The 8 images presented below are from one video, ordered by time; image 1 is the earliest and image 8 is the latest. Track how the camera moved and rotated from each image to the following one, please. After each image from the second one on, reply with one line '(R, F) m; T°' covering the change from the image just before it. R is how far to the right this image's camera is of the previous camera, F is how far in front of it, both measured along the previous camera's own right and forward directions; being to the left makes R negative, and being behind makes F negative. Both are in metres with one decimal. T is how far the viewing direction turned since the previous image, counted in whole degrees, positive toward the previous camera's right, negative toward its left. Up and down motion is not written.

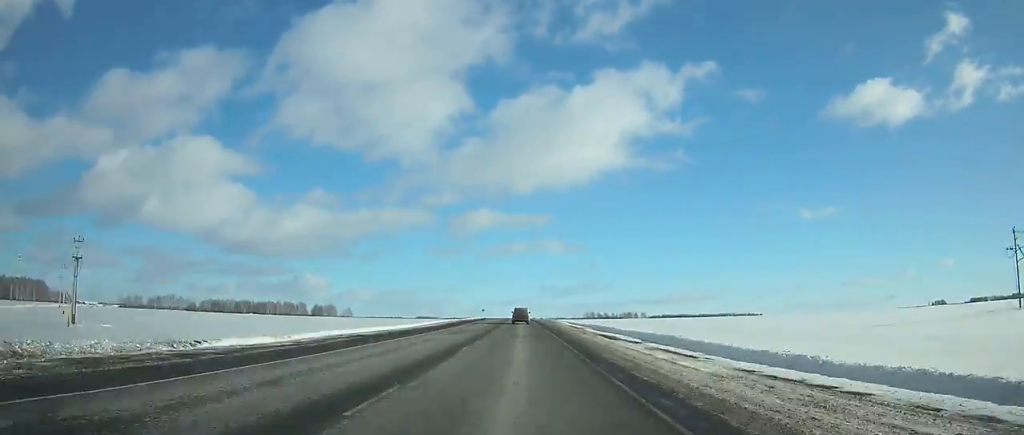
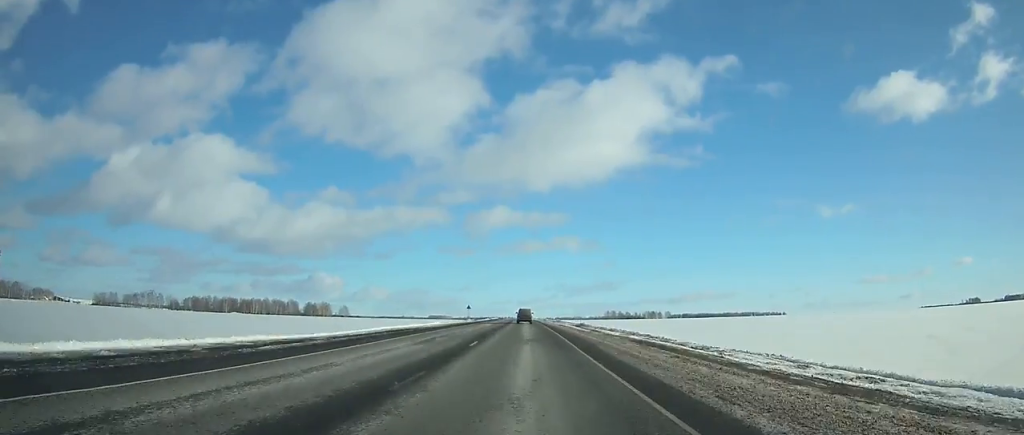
(-1.2, +86.2) m; -1°
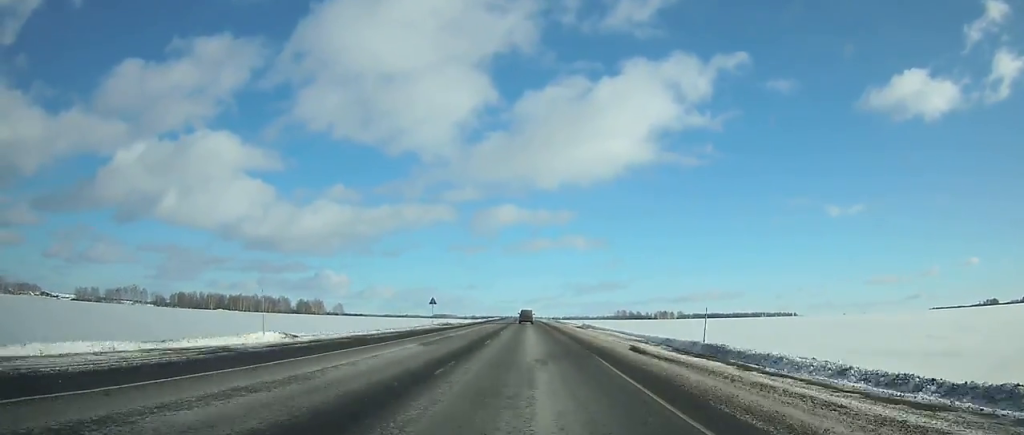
(-0.2, +49.0) m; -1°
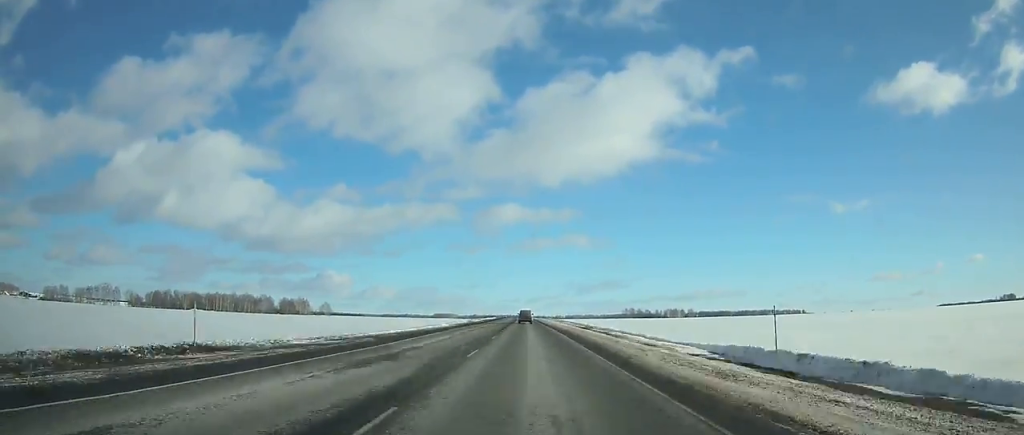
(-0.3, +59.7) m; -1°
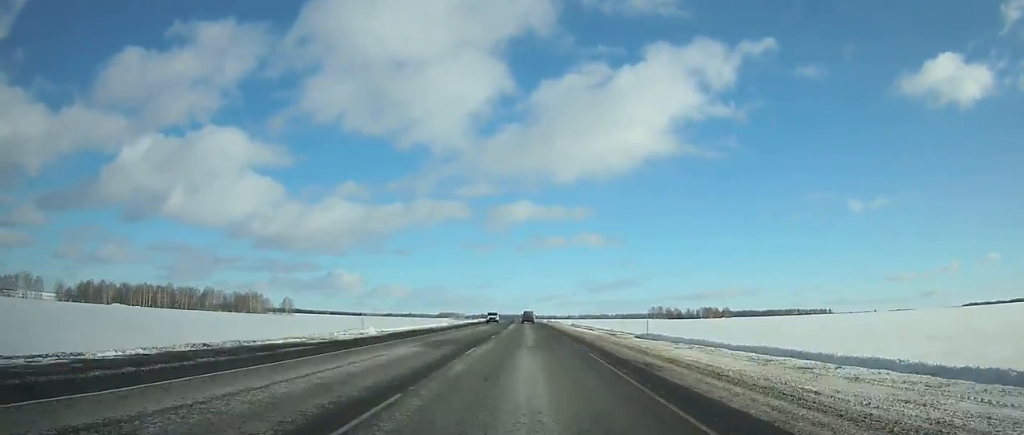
(-1.2, +139.5) m; -1°
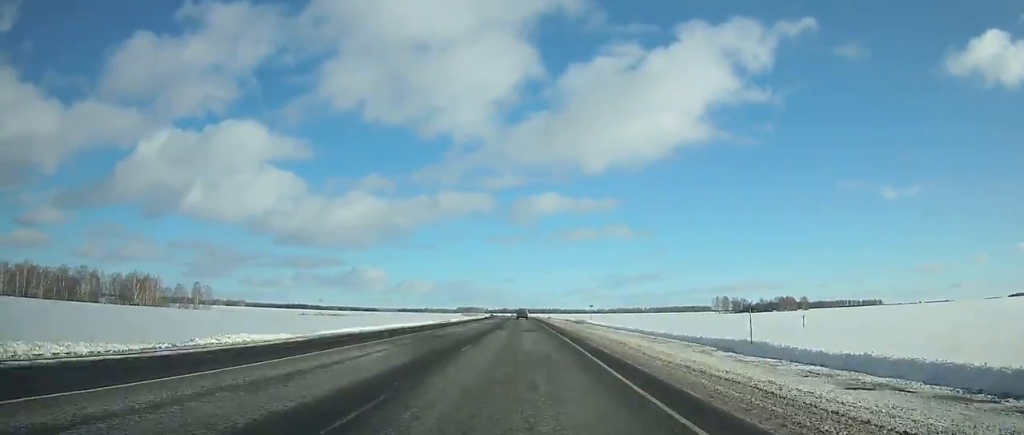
(-3.5, +183.2) m; -2°
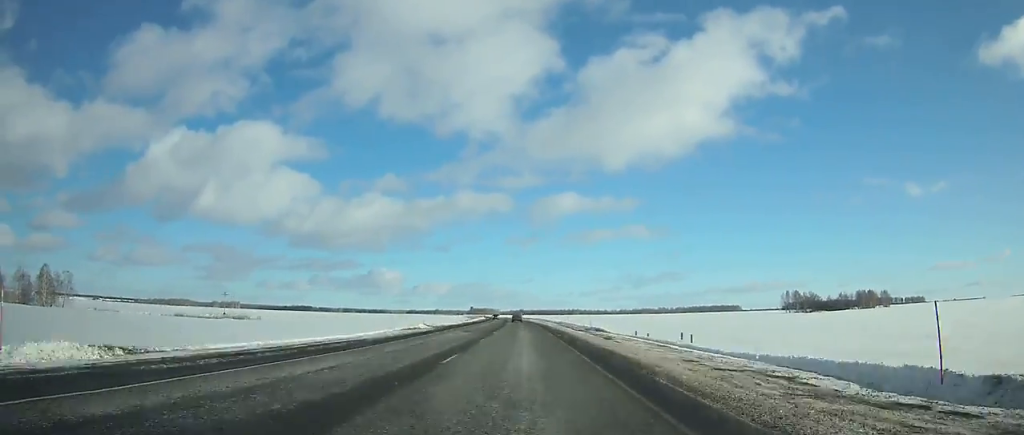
(-2.3, +138.2) m; -2°
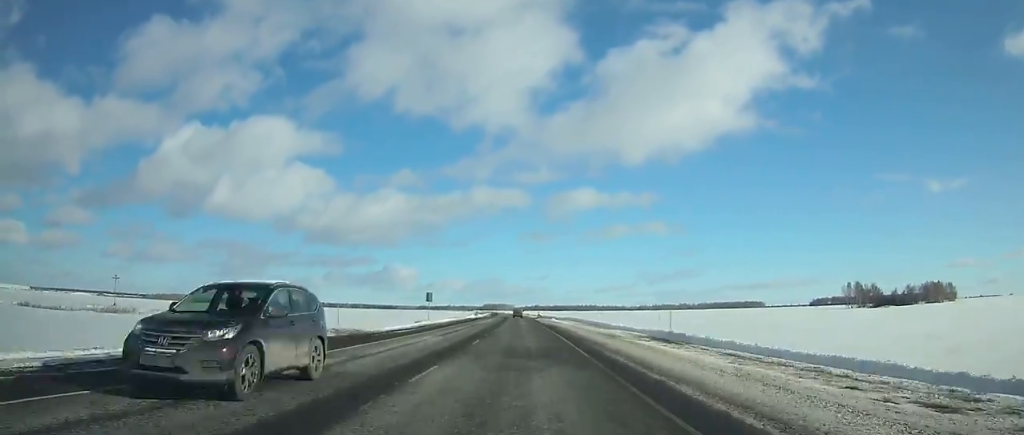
(-0.7, +75.8) m; -1°
